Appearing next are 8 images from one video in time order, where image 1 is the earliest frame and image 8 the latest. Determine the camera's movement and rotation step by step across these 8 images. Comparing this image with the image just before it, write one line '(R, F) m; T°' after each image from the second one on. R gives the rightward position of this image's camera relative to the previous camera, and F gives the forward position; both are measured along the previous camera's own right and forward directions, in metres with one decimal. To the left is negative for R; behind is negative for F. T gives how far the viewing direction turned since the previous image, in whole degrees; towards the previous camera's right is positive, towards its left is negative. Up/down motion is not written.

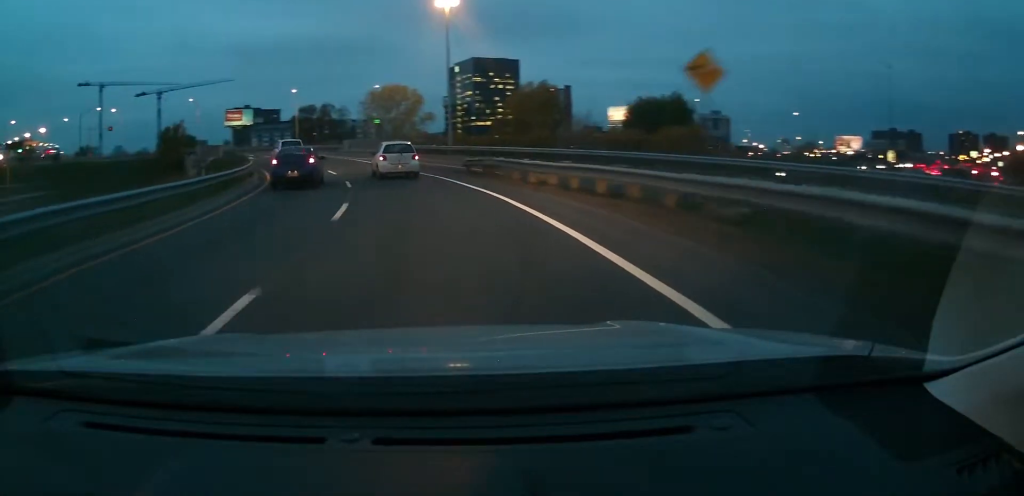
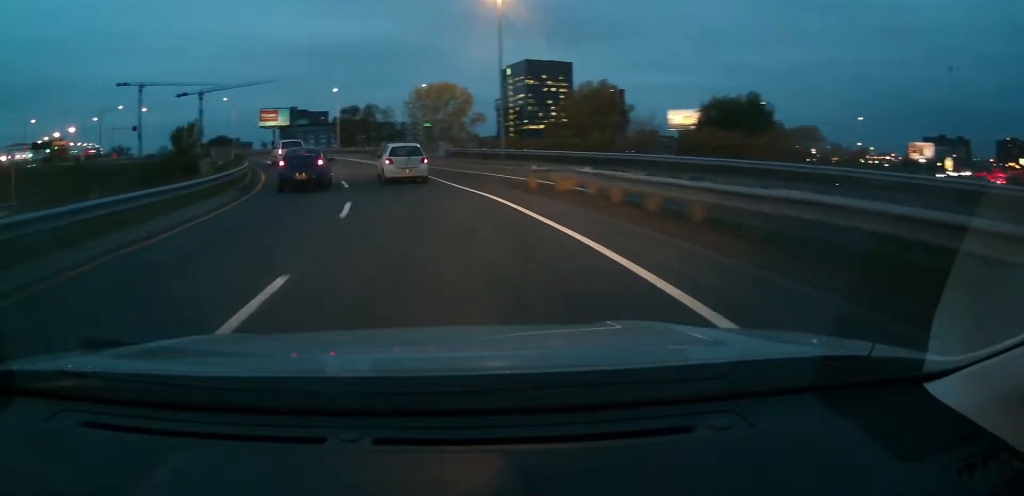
(+0.2, +9.2) m; -5°
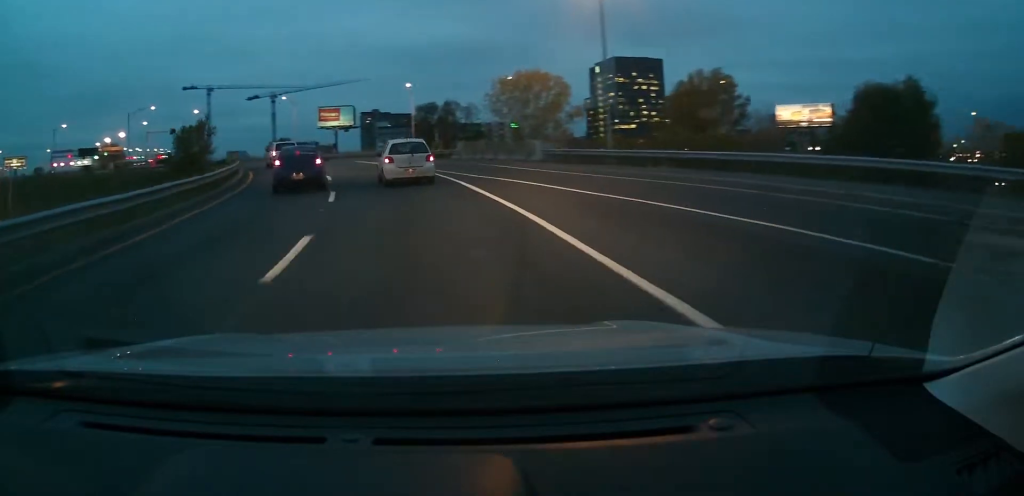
(-2.1, +16.9) m; -12°
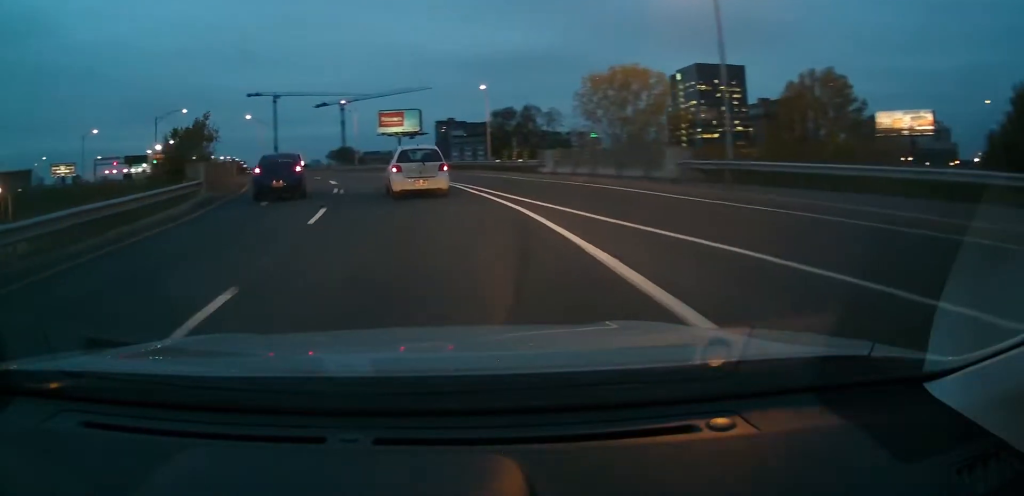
(-1.2, +14.0) m; -10°
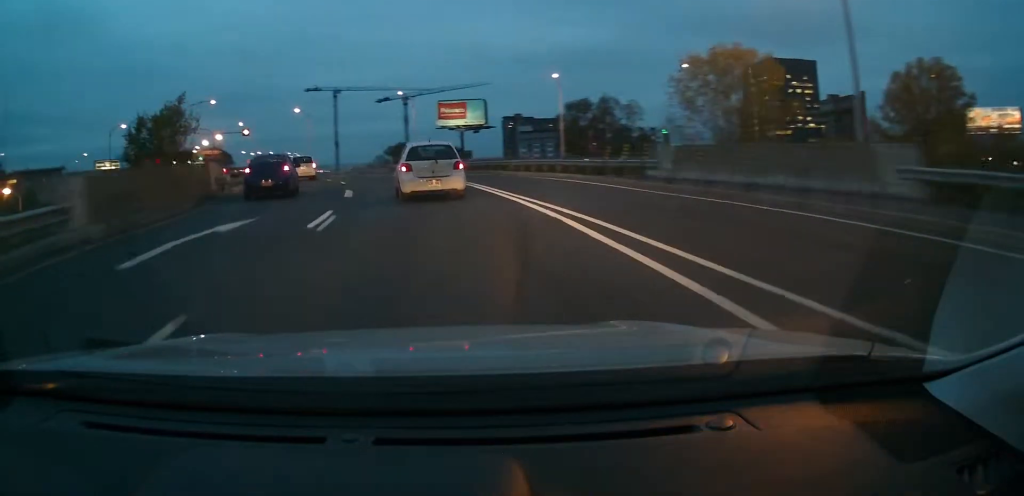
(-1.2, +11.8) m; -6°
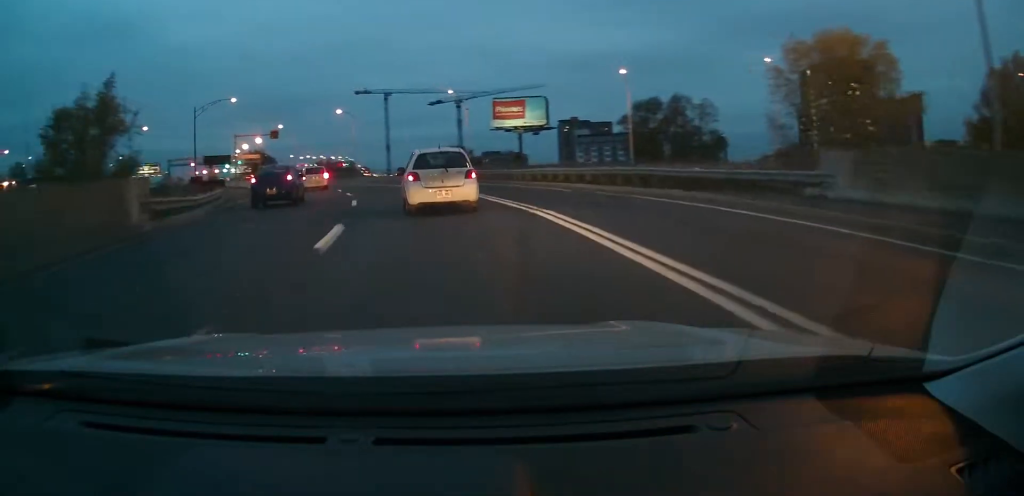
(-0.6, +10.7) m; -3°
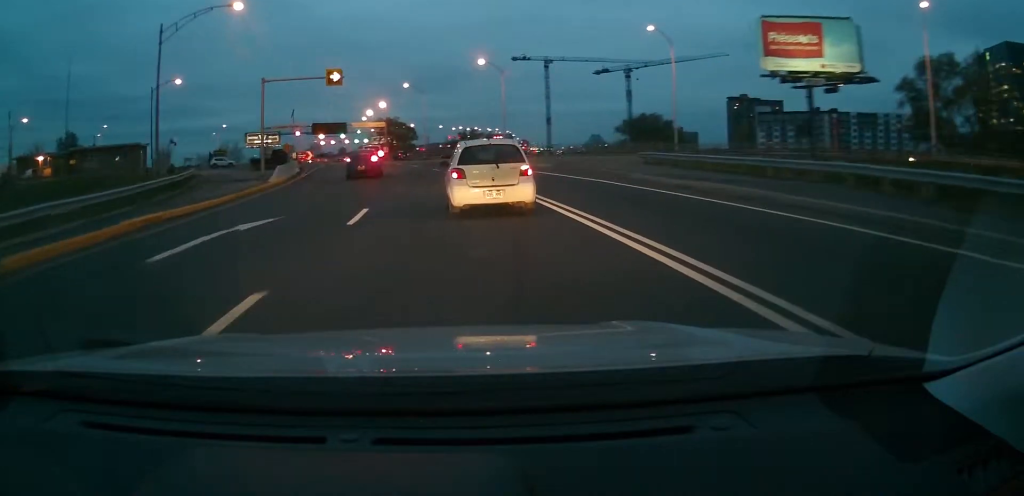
(-2.7, +39.2) m; -17°
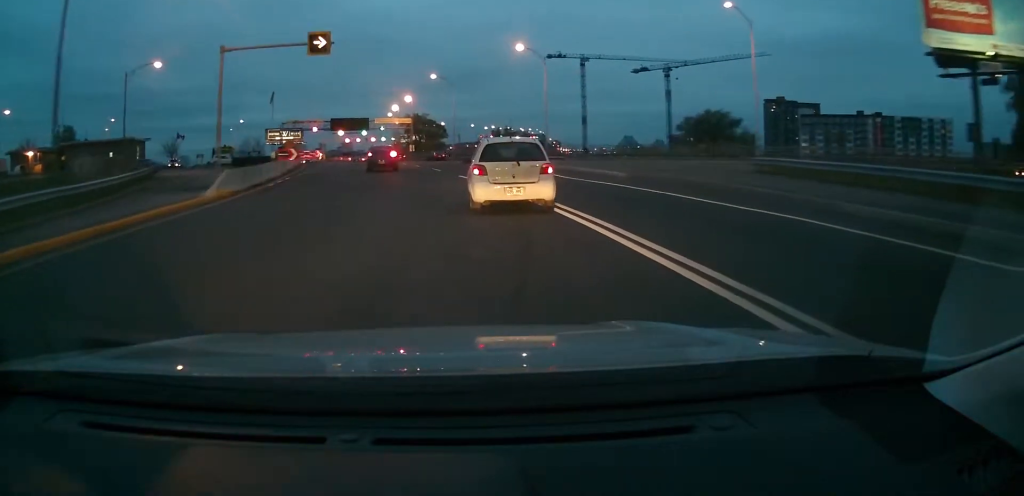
(-1.5, +12.4) m; -8°
